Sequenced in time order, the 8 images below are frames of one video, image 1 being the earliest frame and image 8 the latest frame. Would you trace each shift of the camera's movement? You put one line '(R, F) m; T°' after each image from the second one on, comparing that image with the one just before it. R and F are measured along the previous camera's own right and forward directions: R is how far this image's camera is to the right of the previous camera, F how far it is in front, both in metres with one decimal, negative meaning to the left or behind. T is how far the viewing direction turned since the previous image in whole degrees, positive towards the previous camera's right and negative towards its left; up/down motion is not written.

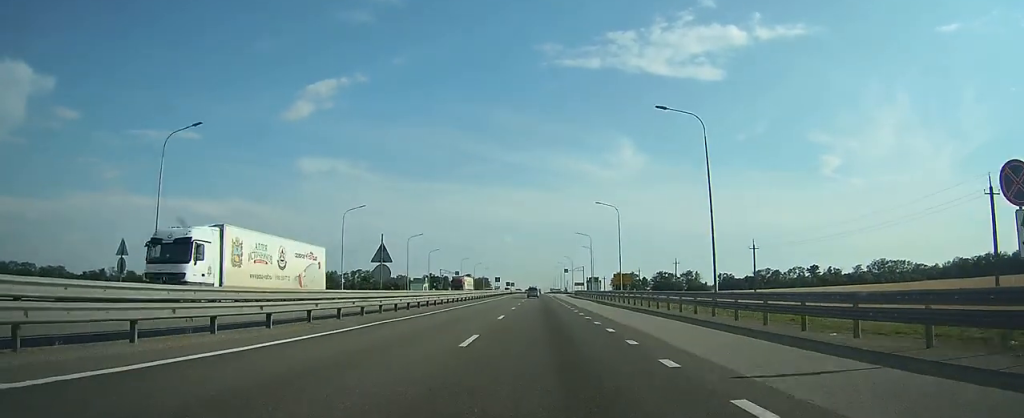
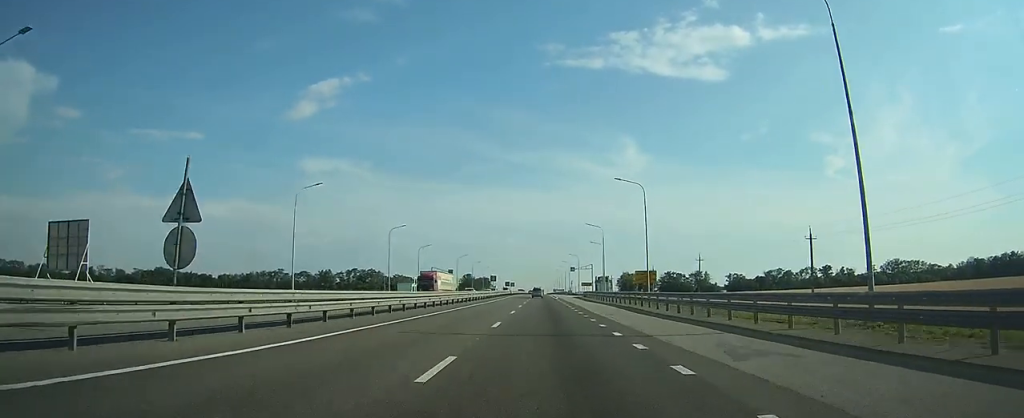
(-0.1, +16.9) m; 0°
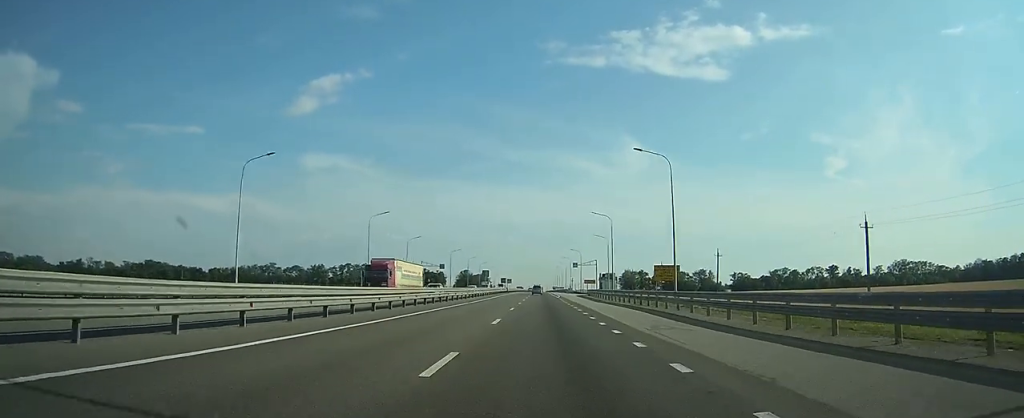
(0.0, +11.9) m; 0°
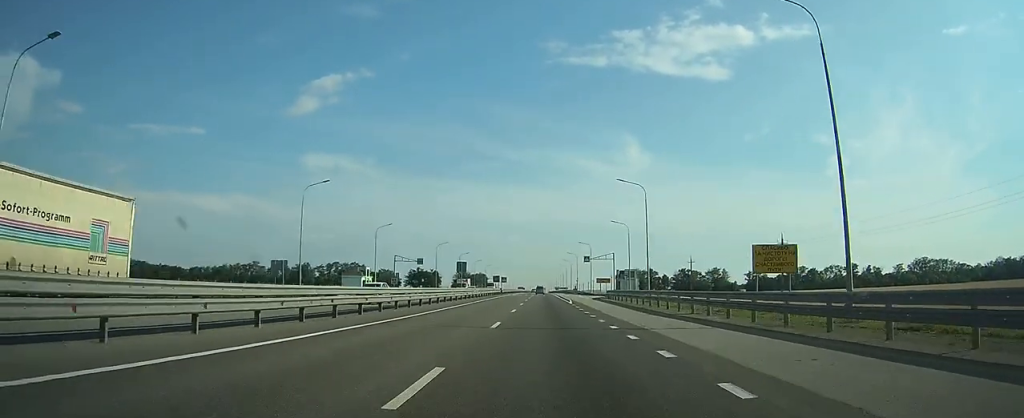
(-0.1, +26.3) m; 0°
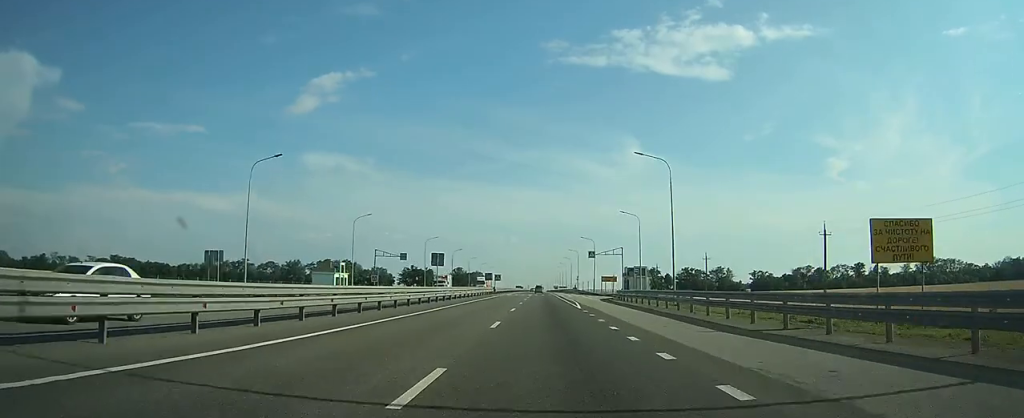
(0.0, +11.9) m; 0°
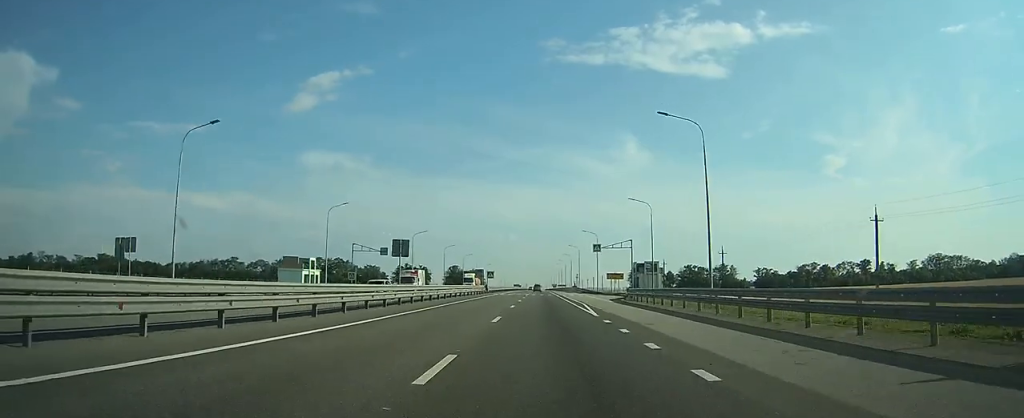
(+0.1, +10.7) m; 0°
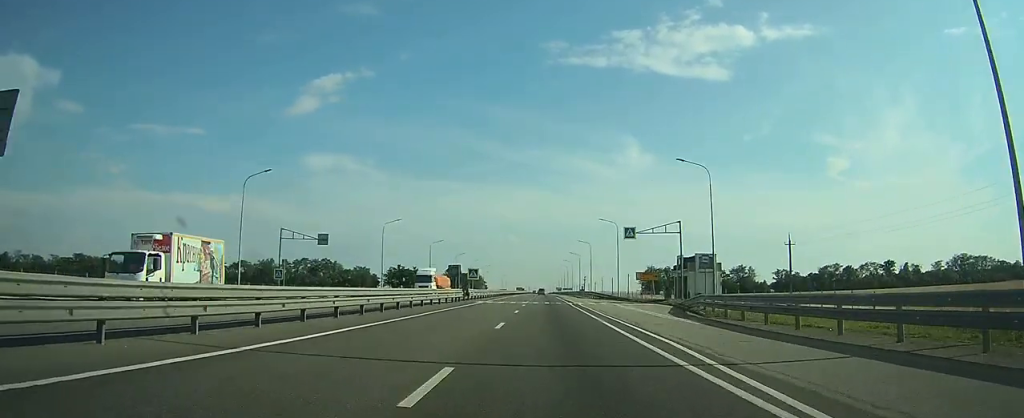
(-0.1, +25.2) m; 0°
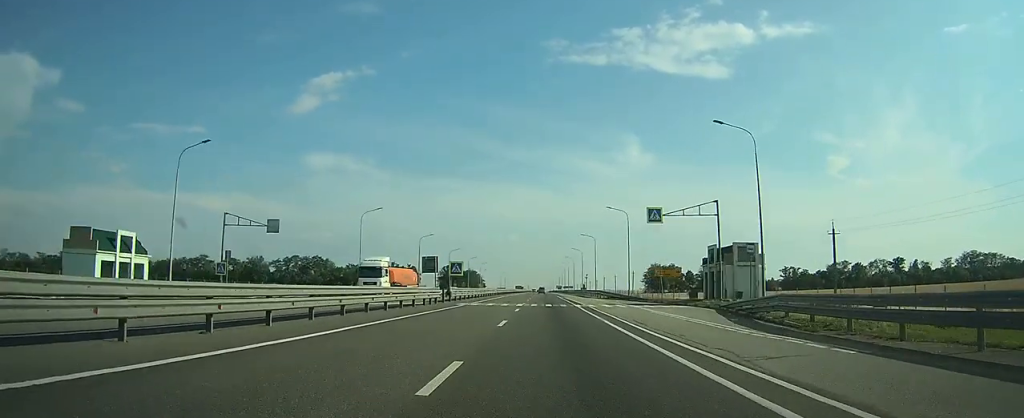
(-0.1, +11.4) m; 0°
